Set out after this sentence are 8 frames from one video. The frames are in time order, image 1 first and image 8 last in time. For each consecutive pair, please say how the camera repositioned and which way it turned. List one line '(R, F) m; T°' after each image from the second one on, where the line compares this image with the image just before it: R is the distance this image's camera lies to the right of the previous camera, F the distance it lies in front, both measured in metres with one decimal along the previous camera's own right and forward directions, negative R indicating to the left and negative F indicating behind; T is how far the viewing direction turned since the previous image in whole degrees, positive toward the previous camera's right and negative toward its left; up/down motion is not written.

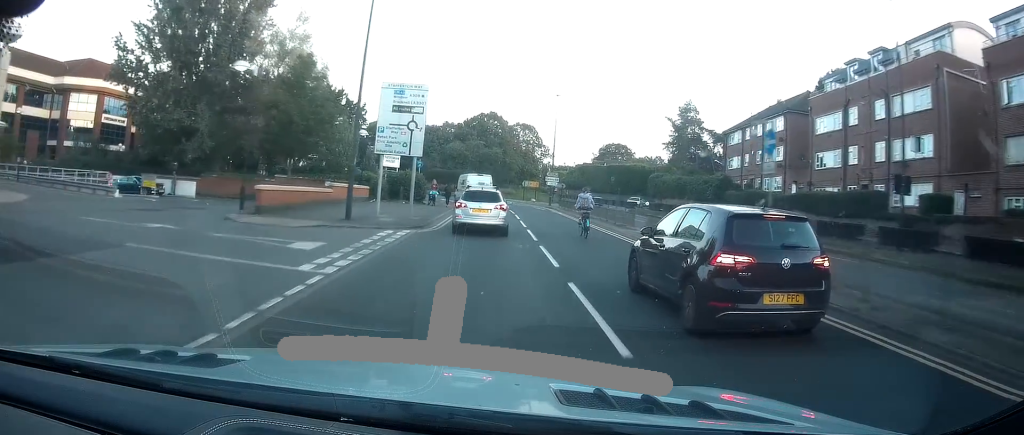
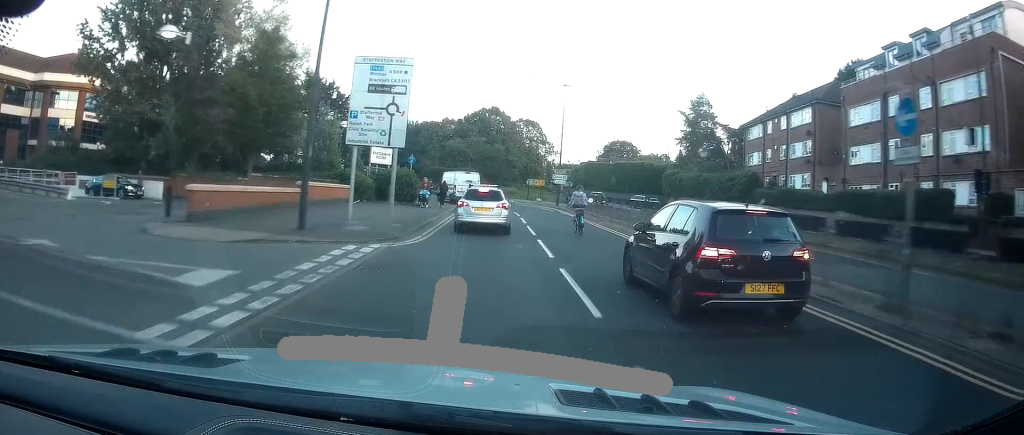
(0.0, +4.5) m; 0°
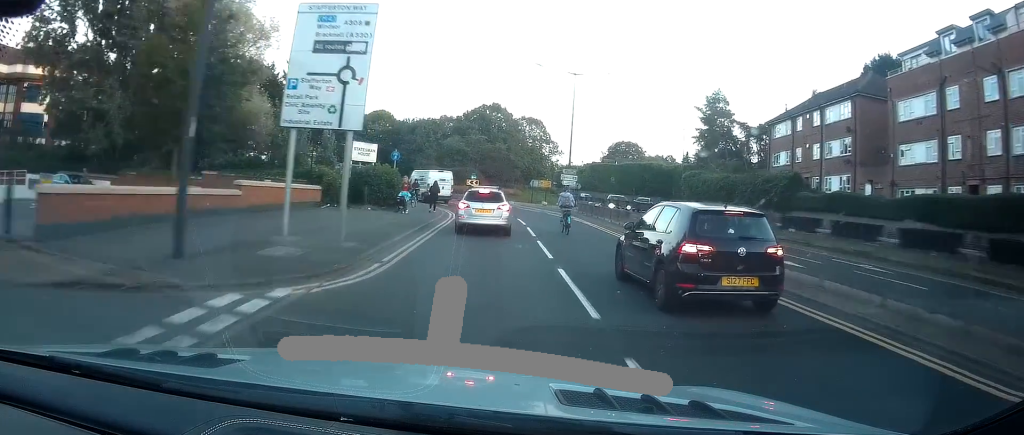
(-0.1, +5.5) m; -2°
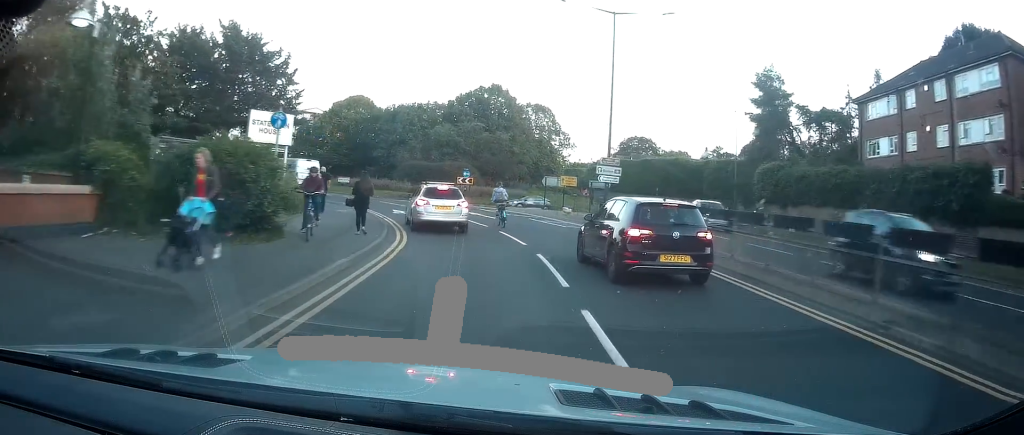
(-0.8, +14.9) m; -4°
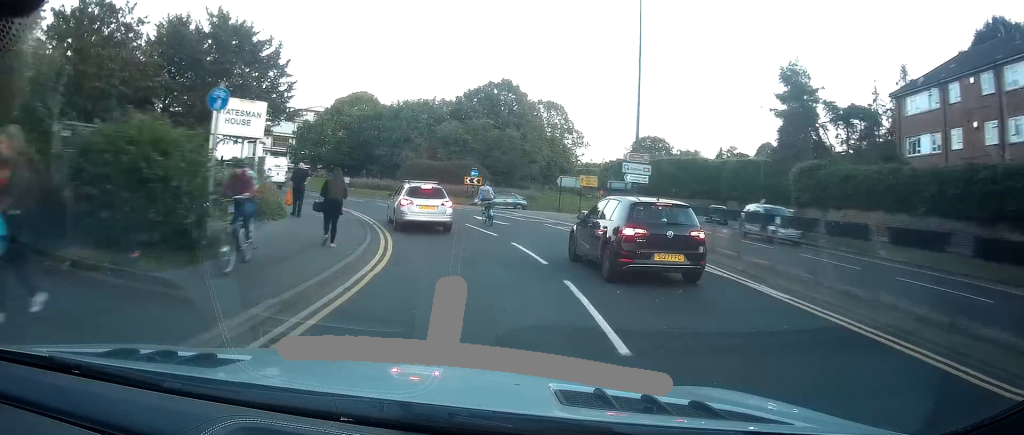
(+0.1, +3.6) m; 0°
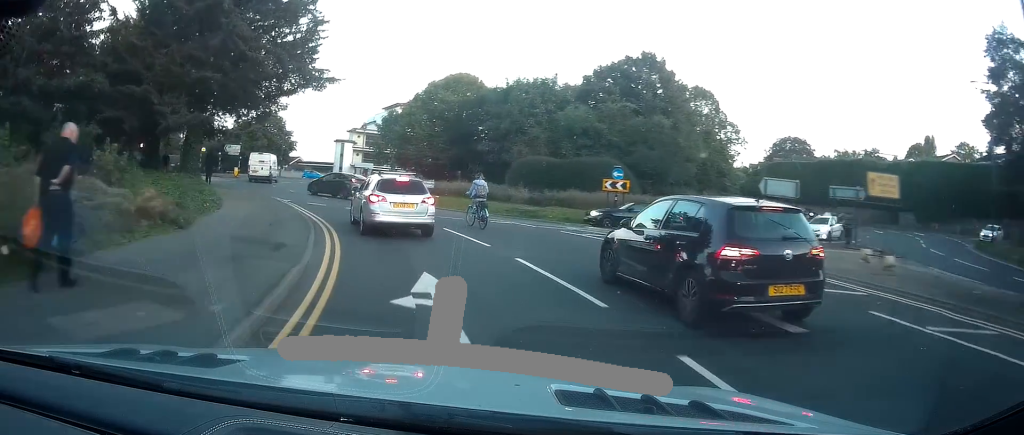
(-1.1, +15.6) m; -14°
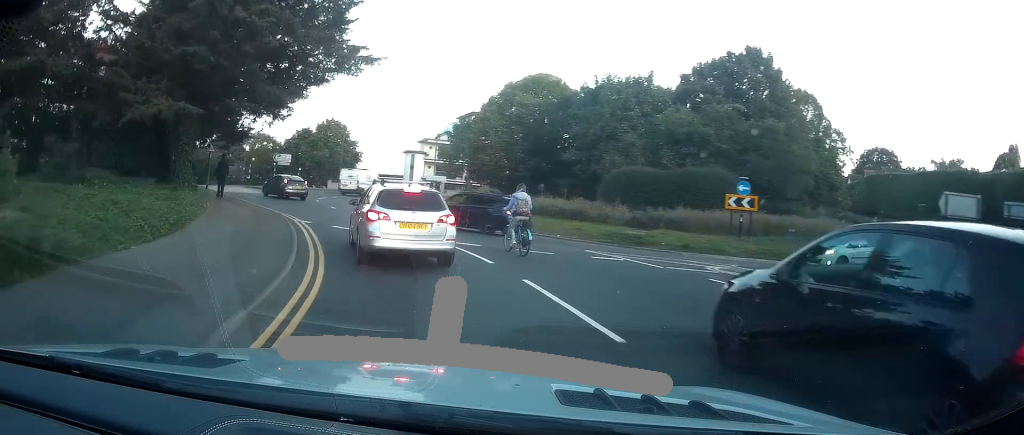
(-0.7, +7.4) m; -5°
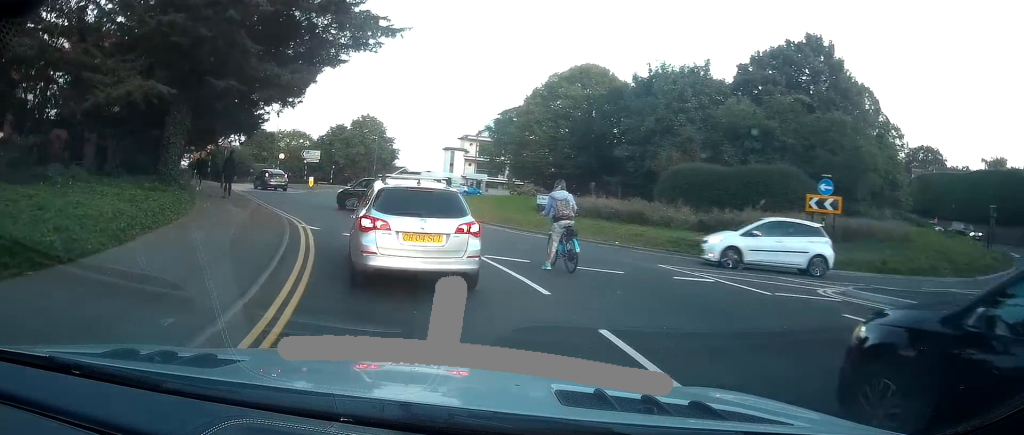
(+0.2, +3.8) m; +3°
